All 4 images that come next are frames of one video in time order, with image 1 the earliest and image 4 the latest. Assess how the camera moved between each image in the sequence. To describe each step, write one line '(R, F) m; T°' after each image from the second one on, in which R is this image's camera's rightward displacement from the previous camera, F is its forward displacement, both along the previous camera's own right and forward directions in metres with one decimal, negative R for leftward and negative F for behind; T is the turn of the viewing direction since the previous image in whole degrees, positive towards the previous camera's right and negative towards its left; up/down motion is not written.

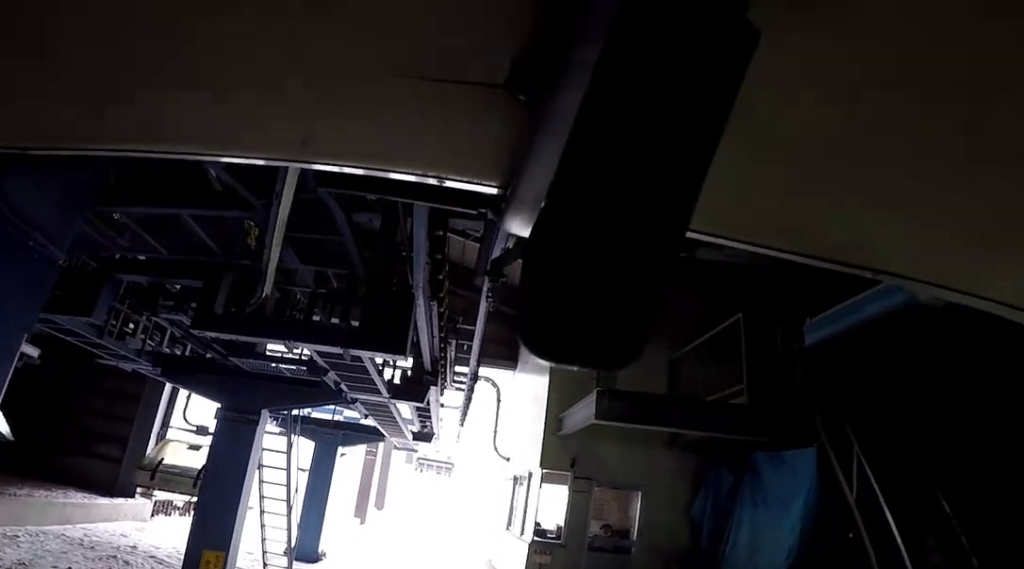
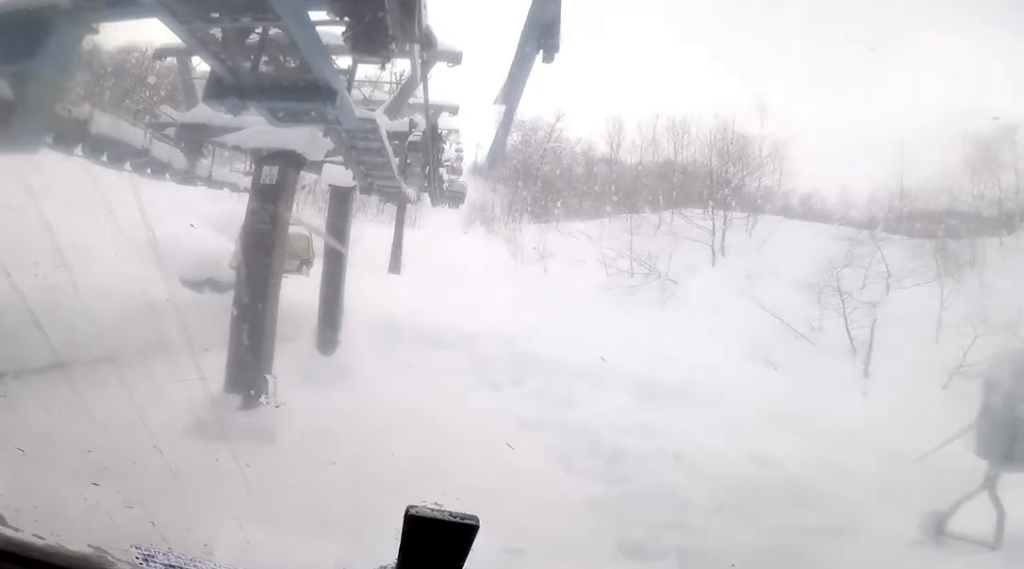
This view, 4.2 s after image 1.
(-1.9, +12.6) m; -14°
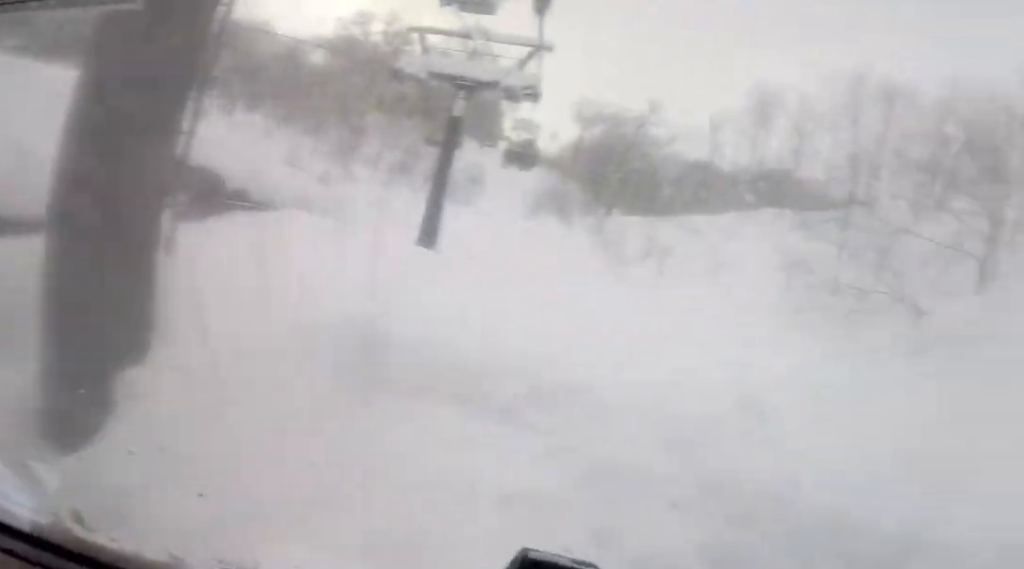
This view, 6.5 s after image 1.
(-0.6, +11.5) m; -4°
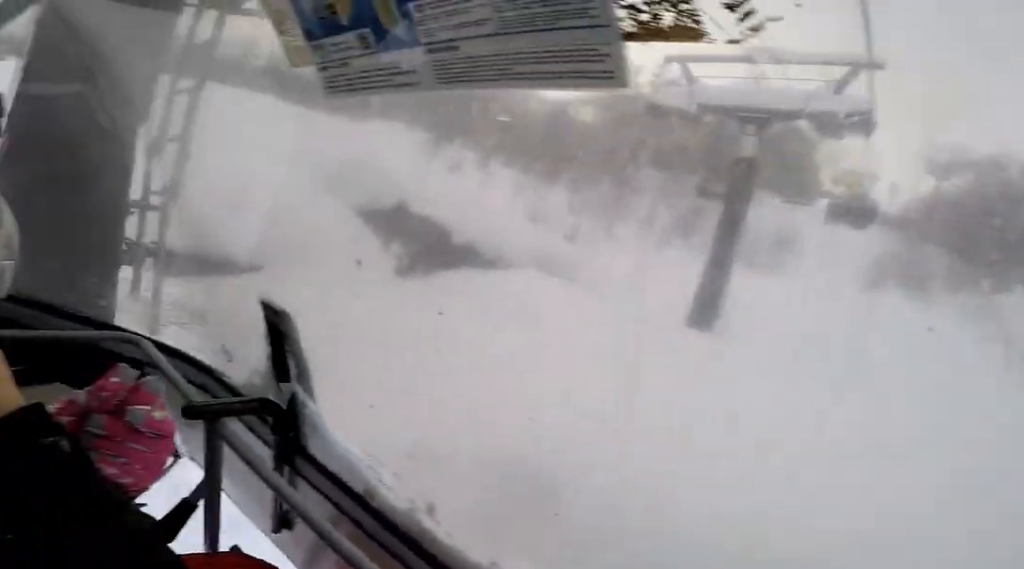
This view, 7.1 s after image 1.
(+0.1, +3.2) m; 0°
